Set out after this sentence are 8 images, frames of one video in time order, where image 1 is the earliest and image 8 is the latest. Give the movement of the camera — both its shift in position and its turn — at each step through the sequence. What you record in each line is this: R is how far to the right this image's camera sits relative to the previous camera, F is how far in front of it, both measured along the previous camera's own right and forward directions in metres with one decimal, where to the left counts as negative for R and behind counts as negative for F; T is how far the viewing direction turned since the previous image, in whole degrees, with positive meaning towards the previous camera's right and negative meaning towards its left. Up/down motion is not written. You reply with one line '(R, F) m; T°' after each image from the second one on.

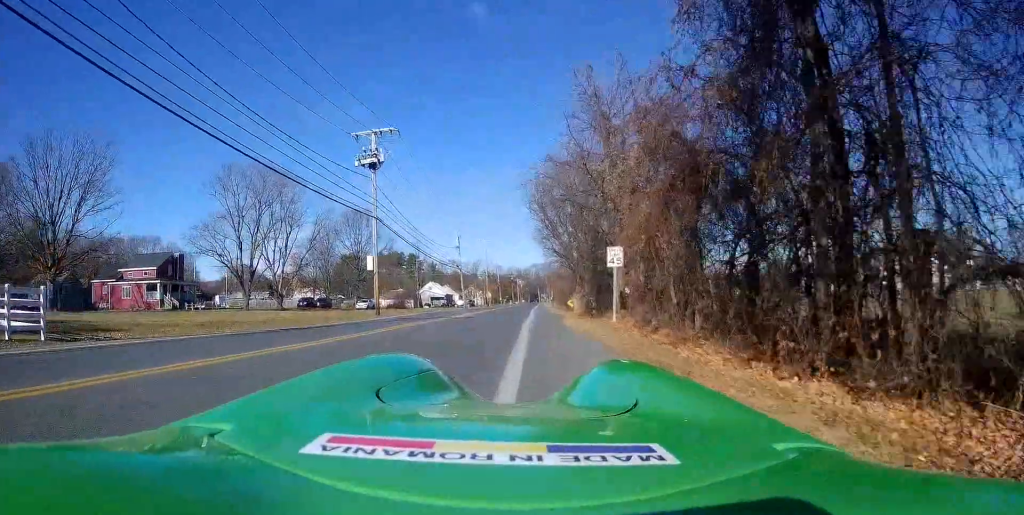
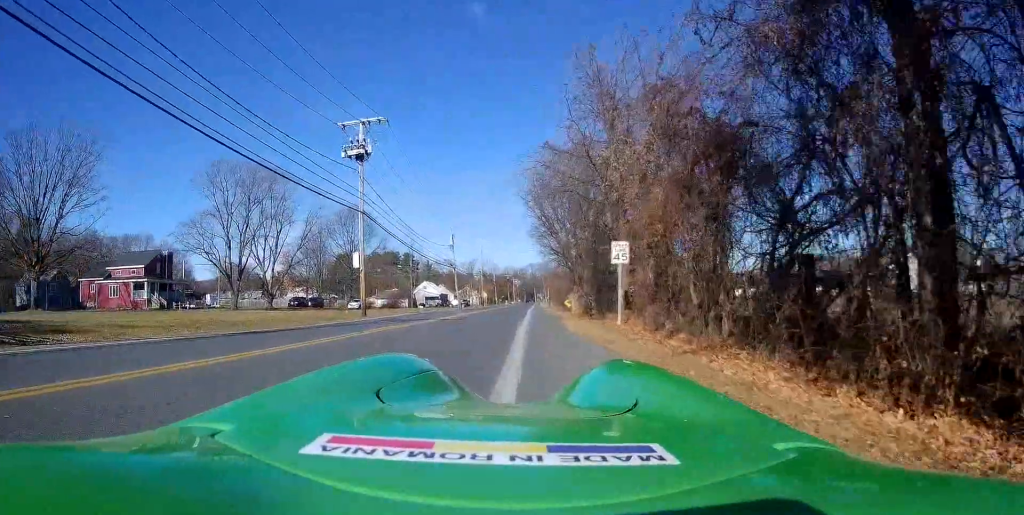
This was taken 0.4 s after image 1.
(+0.1, +2.2) m; +1°
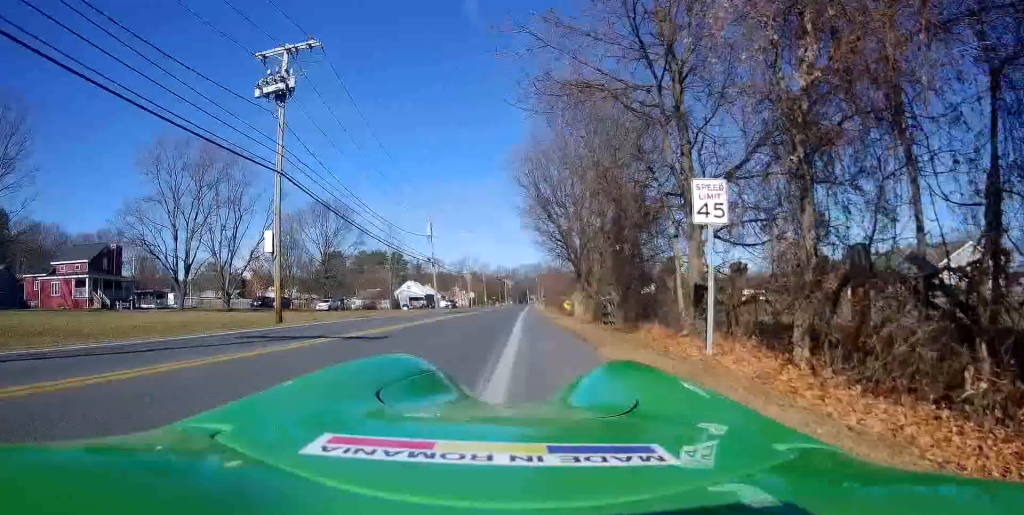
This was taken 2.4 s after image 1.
(-0.6, +11.3) m; -3°
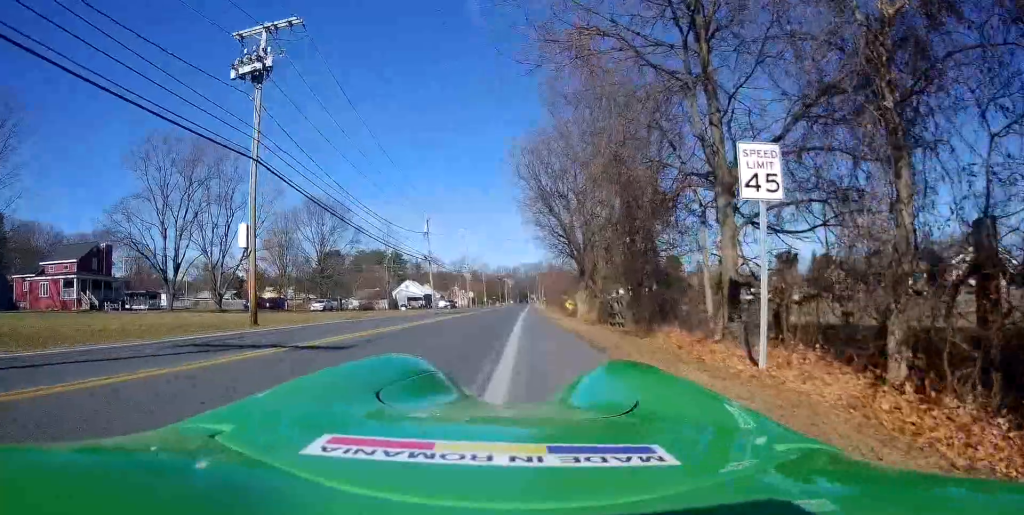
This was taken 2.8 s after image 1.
(0.0, +2.5) m; 0°
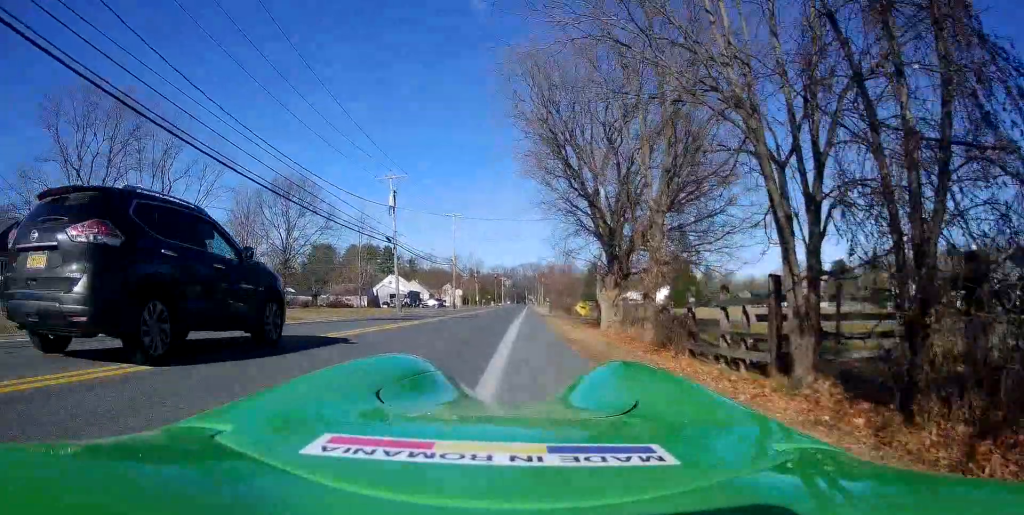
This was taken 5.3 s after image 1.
(+0.6, +14.2) m; +4°
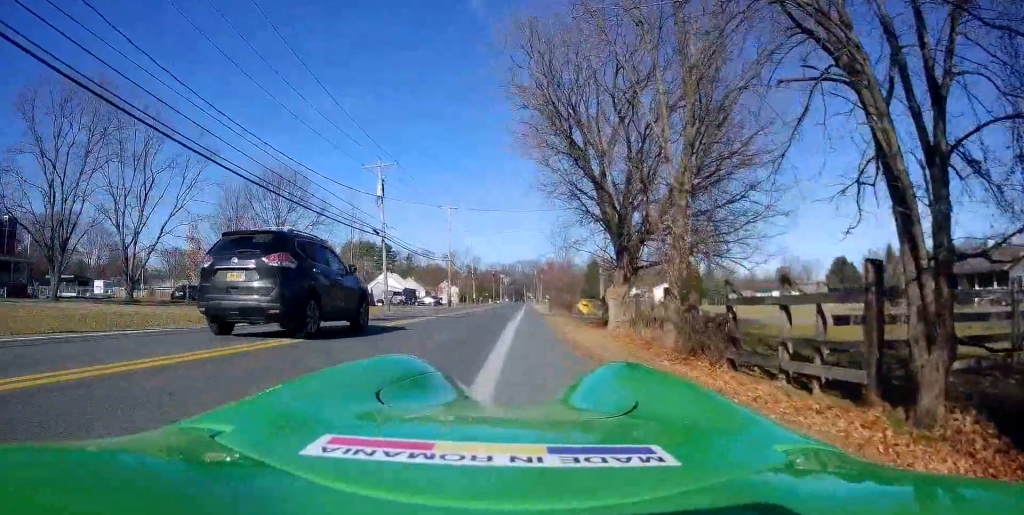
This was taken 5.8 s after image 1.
(-0.1, +3.0) m; 0°
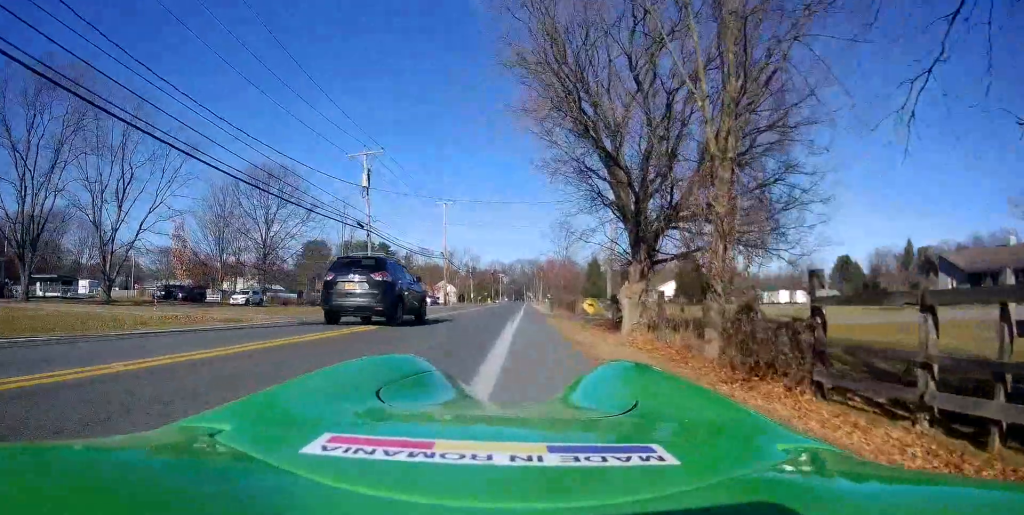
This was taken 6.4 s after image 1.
(-0.2, +3.5) m; 0°
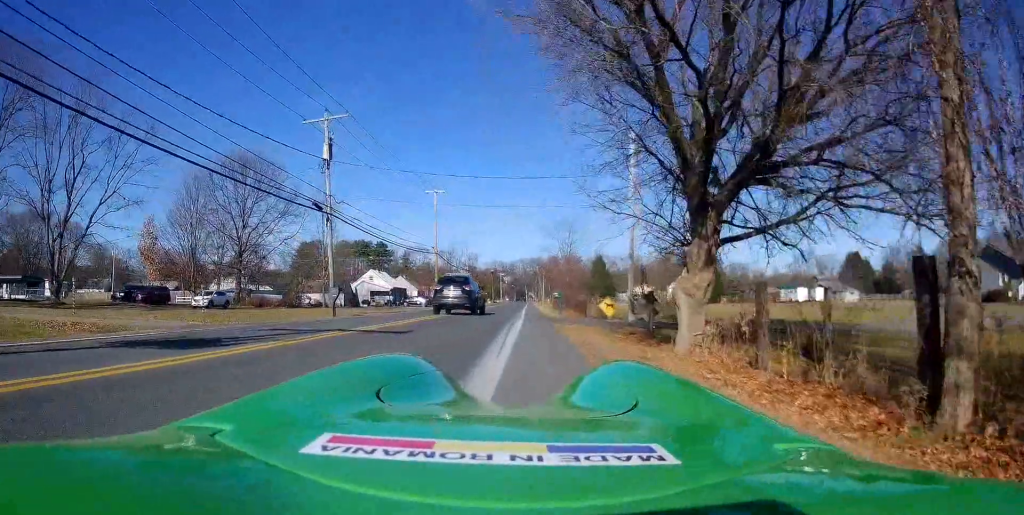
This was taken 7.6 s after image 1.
(+0.2, +7.5) m; 0°
